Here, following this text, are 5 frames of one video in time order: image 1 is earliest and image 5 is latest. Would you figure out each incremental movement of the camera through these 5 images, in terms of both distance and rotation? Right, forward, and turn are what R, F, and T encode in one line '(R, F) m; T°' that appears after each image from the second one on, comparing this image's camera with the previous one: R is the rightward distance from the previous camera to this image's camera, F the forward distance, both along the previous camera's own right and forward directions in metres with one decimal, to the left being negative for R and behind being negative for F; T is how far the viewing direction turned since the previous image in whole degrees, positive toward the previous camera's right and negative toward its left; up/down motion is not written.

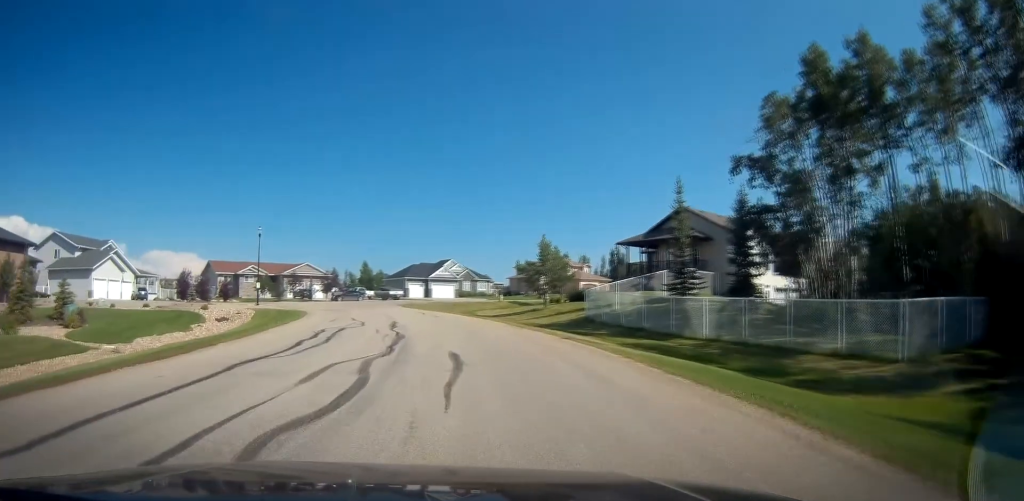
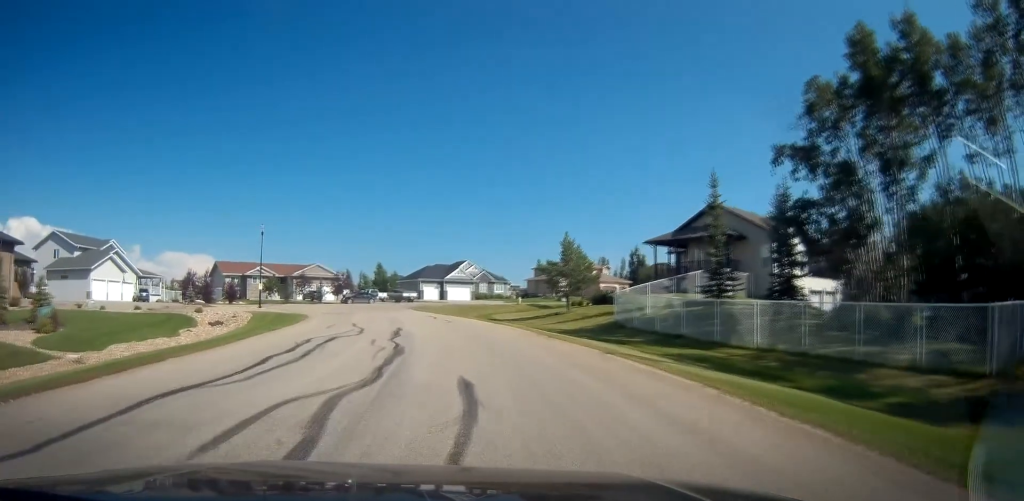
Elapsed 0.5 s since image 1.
(-0.1, +3.5) m; -1°
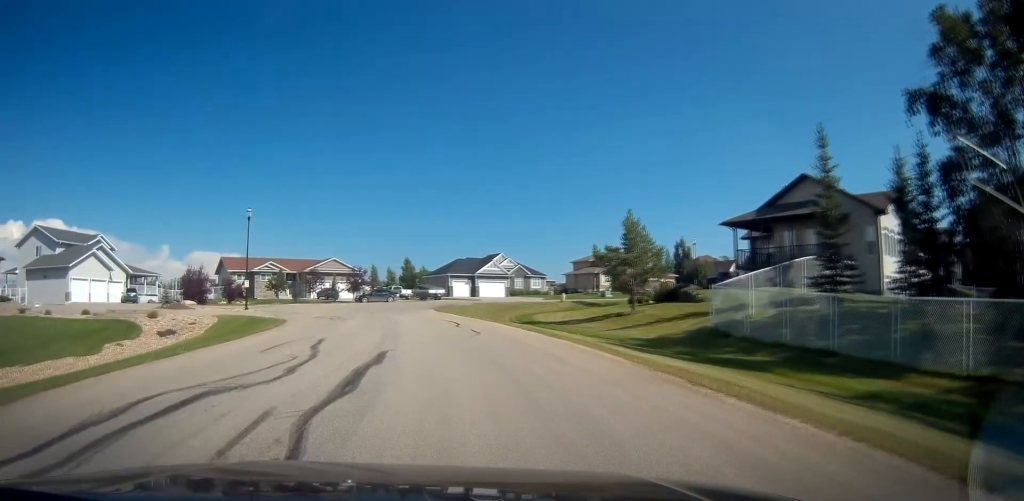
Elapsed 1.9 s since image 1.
(0.0, +9.8) m; -2°
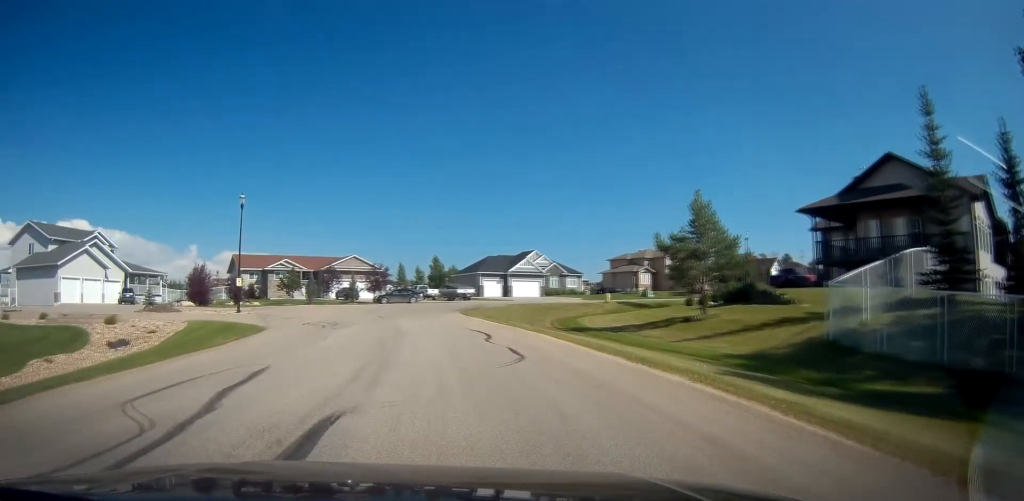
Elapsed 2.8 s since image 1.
(-0.2, +6.5) m; -2°
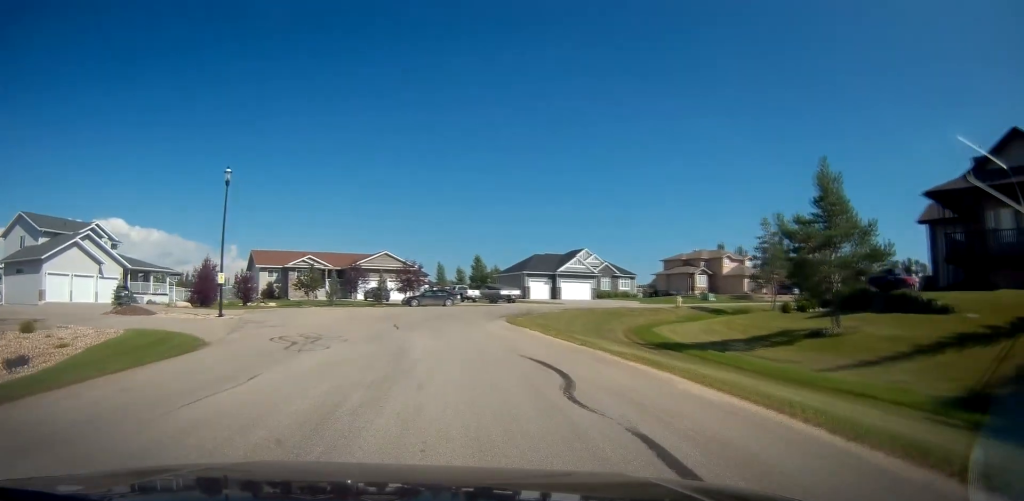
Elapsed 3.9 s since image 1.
(0.0, +8.1) m; -3°
